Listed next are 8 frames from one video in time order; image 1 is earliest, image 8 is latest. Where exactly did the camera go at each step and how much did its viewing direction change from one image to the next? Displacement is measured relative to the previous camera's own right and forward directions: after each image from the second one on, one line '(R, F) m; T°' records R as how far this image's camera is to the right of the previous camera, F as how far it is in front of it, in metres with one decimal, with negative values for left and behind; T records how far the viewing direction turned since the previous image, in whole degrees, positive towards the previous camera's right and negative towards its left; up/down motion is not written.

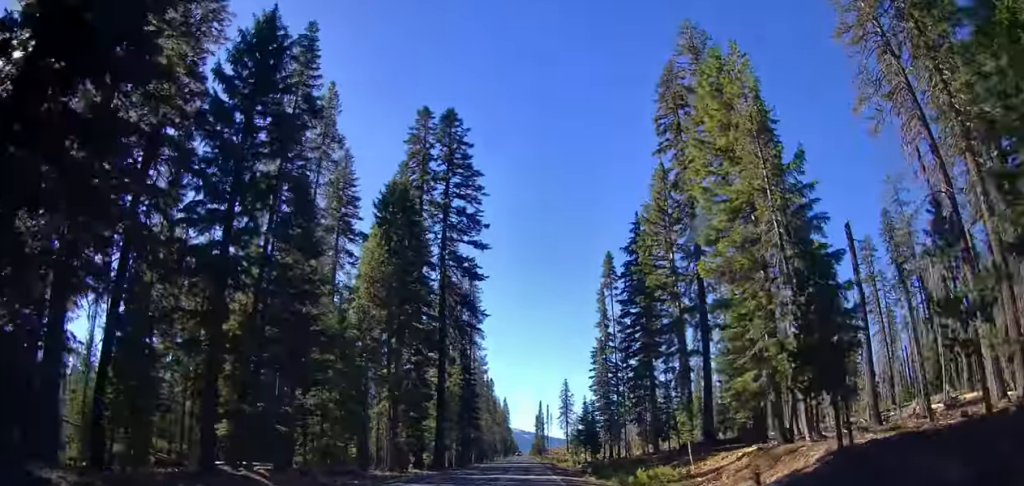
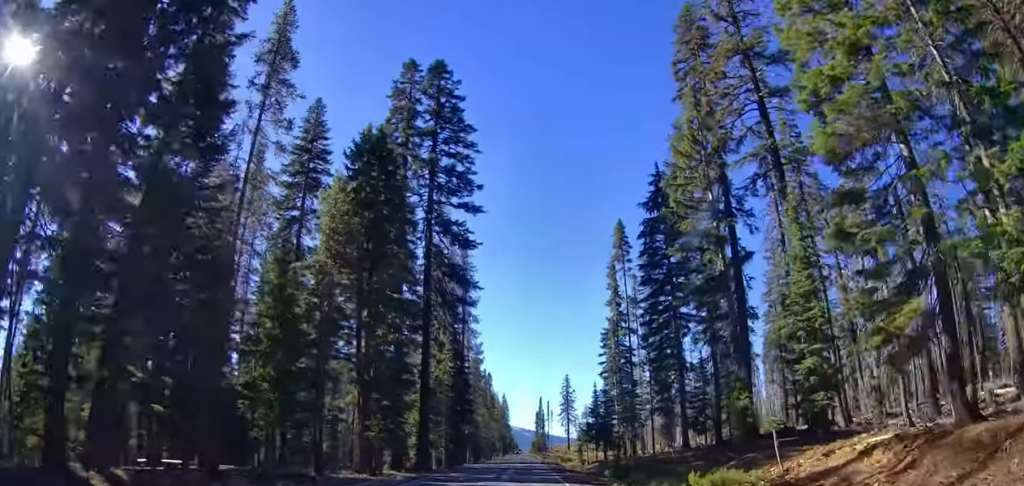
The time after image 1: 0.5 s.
(+0.3, +10.0) m; 0°
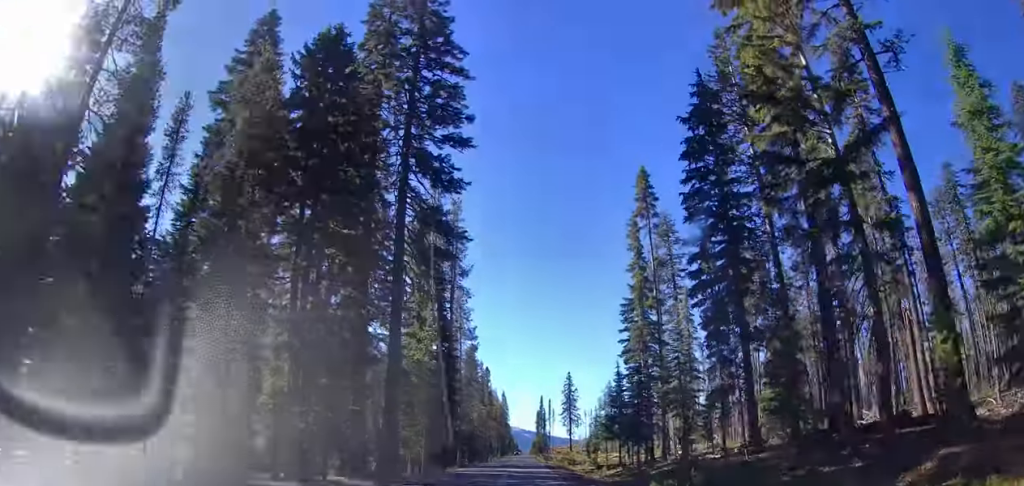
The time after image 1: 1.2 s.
(-0.5, +13.3) m; -1°
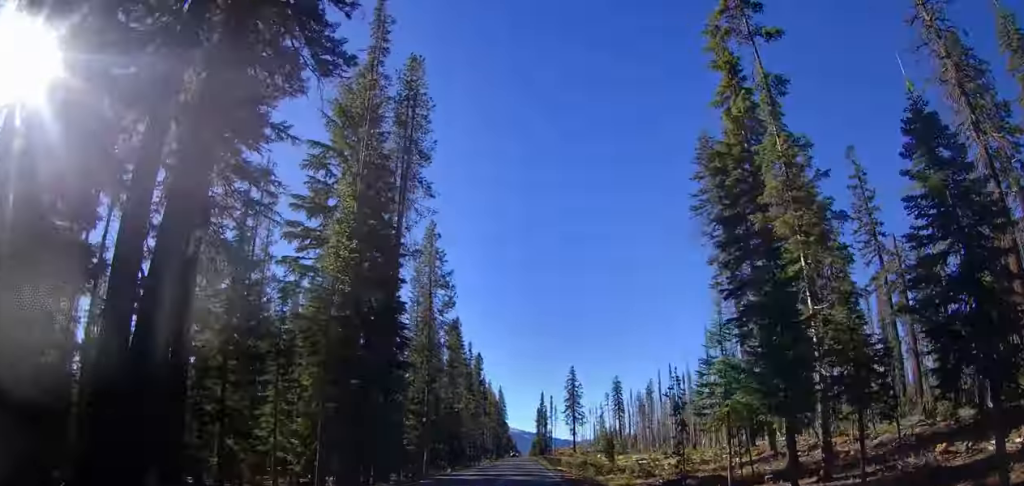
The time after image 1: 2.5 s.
(-0.1, +26.9) m; +1°
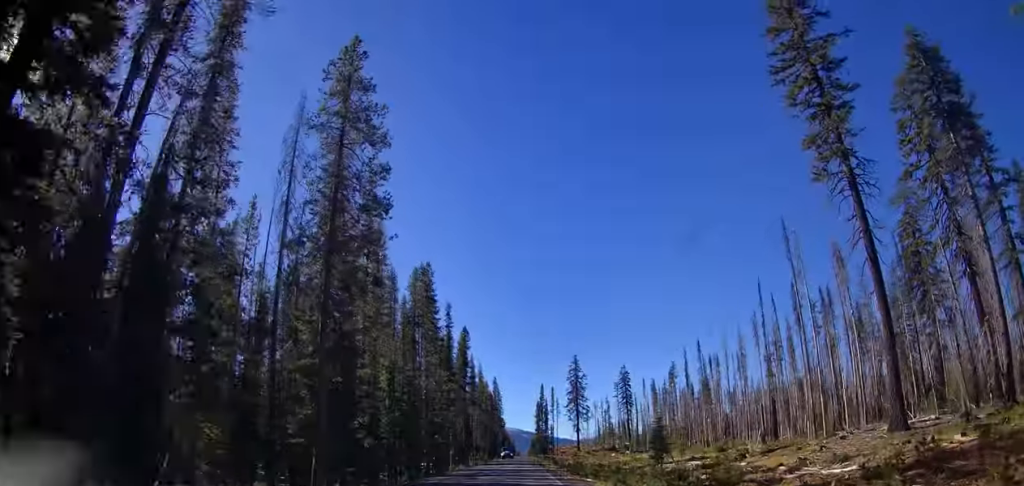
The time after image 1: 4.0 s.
(+0.1, +29.1) m; +1°
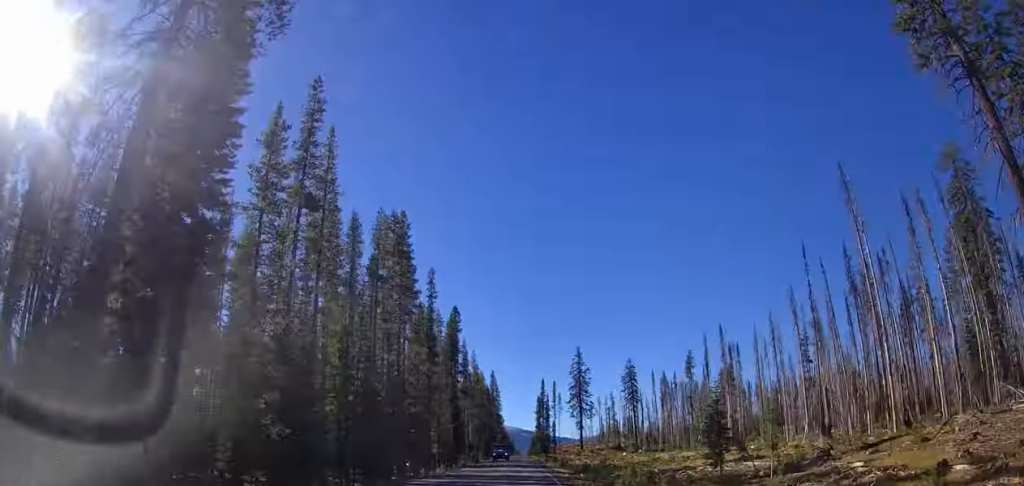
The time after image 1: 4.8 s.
(+0.1, +15.2) m; 0°
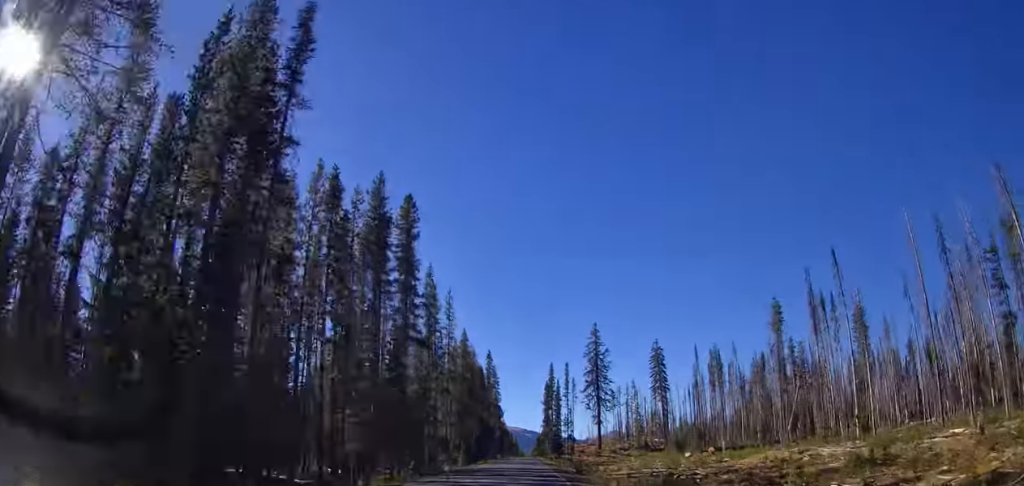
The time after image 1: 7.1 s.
(-0.8, +43.5) m; -1°
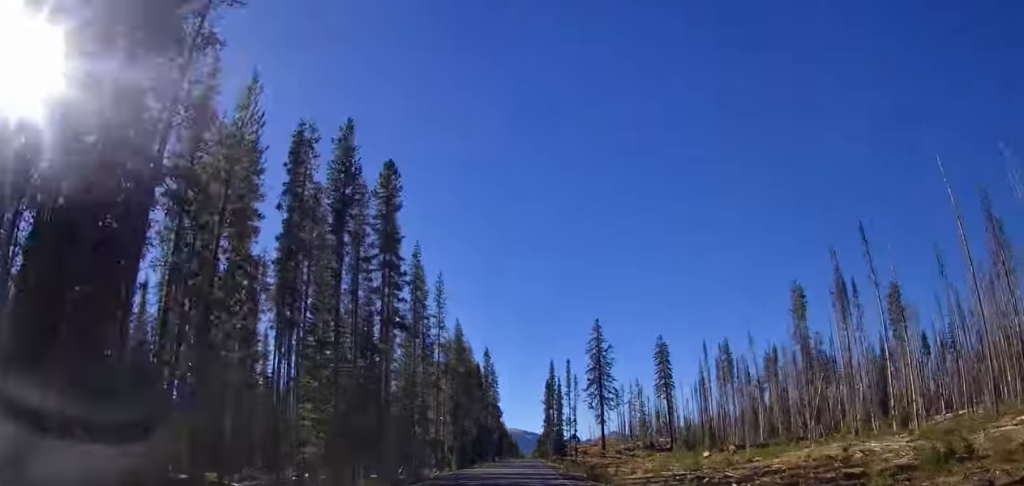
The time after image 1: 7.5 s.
(0.0, +7.5) m; 0°
